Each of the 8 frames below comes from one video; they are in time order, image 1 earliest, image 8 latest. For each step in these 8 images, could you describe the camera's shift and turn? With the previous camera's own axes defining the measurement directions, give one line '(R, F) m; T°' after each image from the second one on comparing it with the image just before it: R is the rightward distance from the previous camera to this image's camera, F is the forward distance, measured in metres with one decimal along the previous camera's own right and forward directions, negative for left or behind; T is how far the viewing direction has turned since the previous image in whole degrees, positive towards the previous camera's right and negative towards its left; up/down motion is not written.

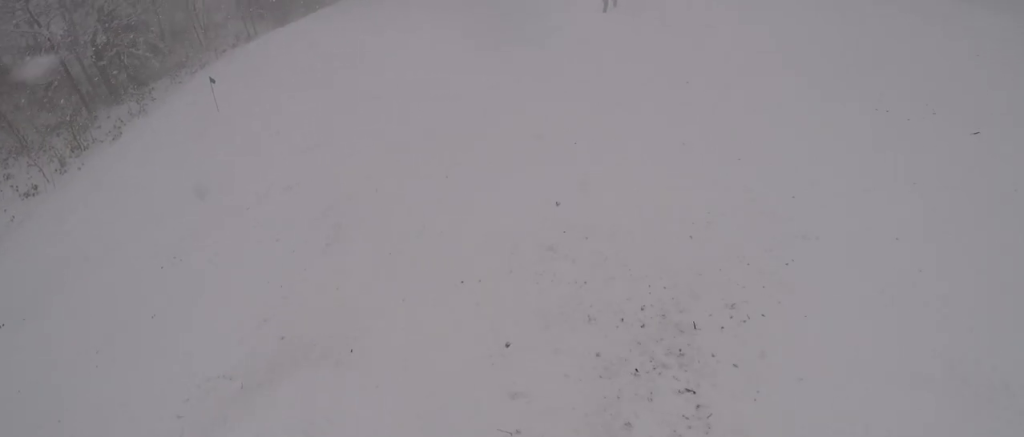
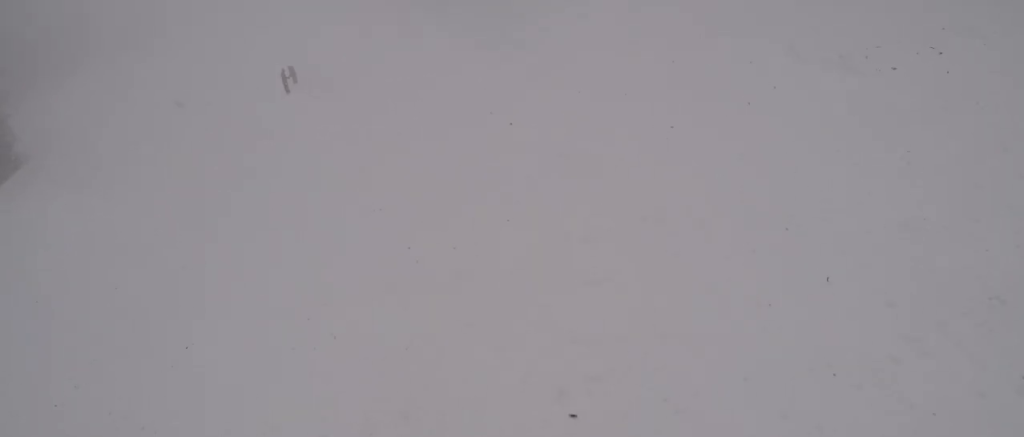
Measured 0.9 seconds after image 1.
(+1.2, +4.0) m; +11°
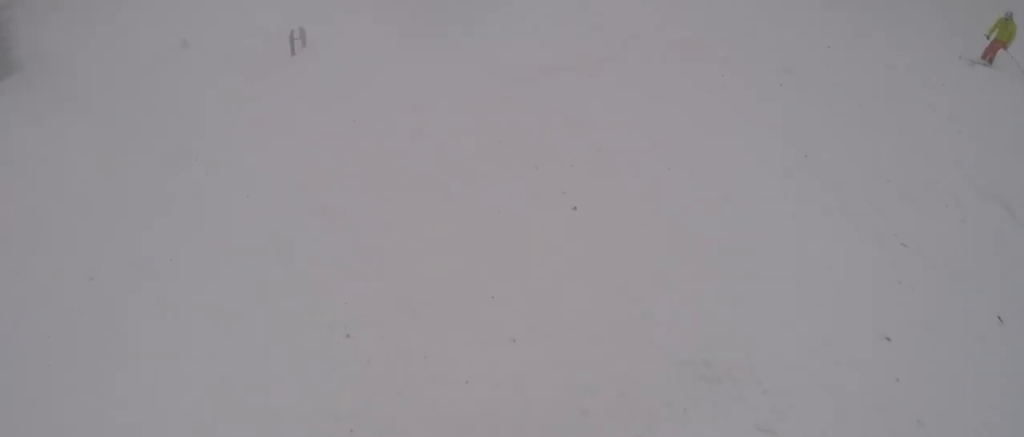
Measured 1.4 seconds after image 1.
(+0.3, +2.2) m; -3°
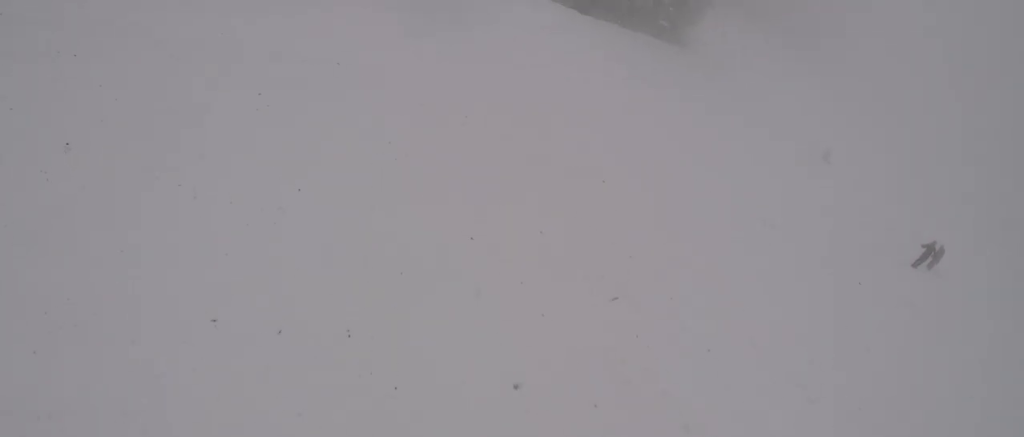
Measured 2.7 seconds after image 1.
(-2.3, +5.3) m; -41°
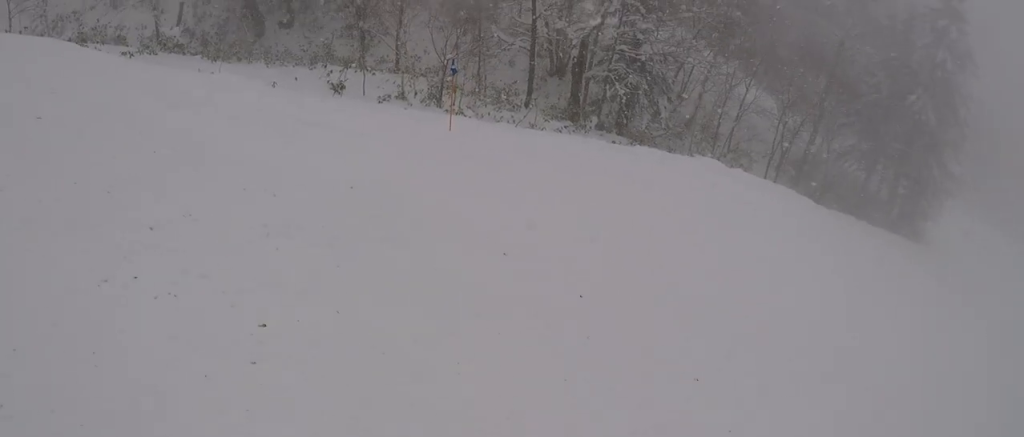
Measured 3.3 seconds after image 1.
(-0.4, +2.8) m; -15°
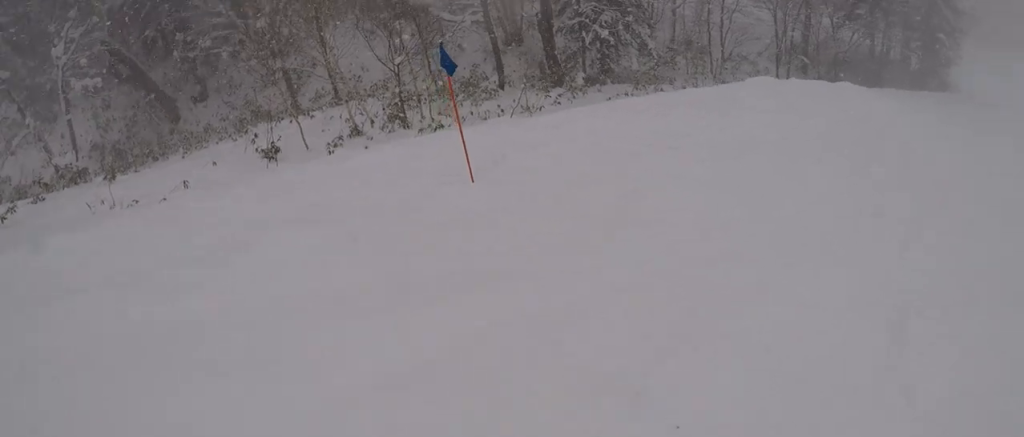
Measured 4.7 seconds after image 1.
(-1.0, +5.9) m; +2°
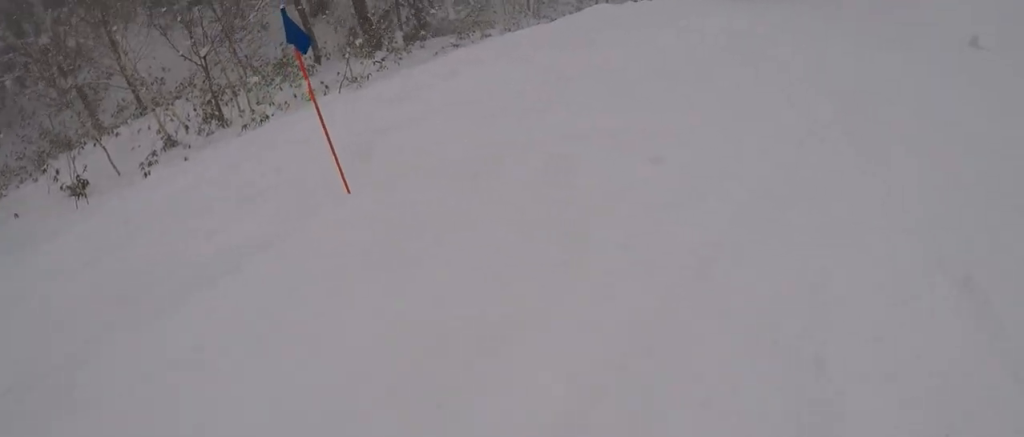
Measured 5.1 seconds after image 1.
(-0.5, +1.9) m; +14°
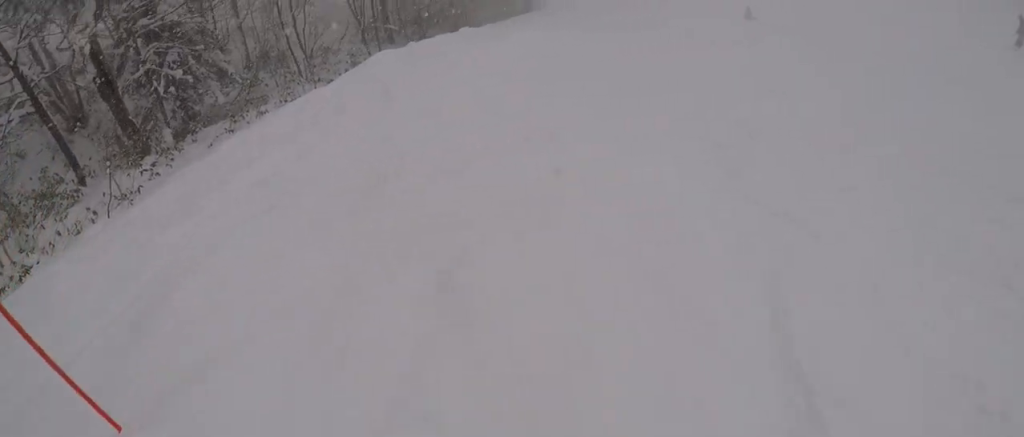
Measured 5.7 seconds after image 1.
(+0.7, +1.6) m; +23°
